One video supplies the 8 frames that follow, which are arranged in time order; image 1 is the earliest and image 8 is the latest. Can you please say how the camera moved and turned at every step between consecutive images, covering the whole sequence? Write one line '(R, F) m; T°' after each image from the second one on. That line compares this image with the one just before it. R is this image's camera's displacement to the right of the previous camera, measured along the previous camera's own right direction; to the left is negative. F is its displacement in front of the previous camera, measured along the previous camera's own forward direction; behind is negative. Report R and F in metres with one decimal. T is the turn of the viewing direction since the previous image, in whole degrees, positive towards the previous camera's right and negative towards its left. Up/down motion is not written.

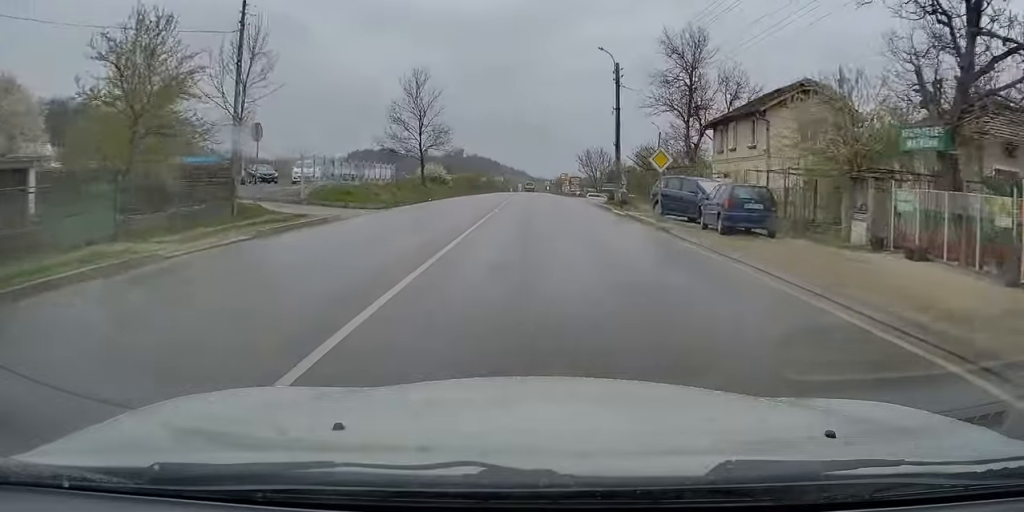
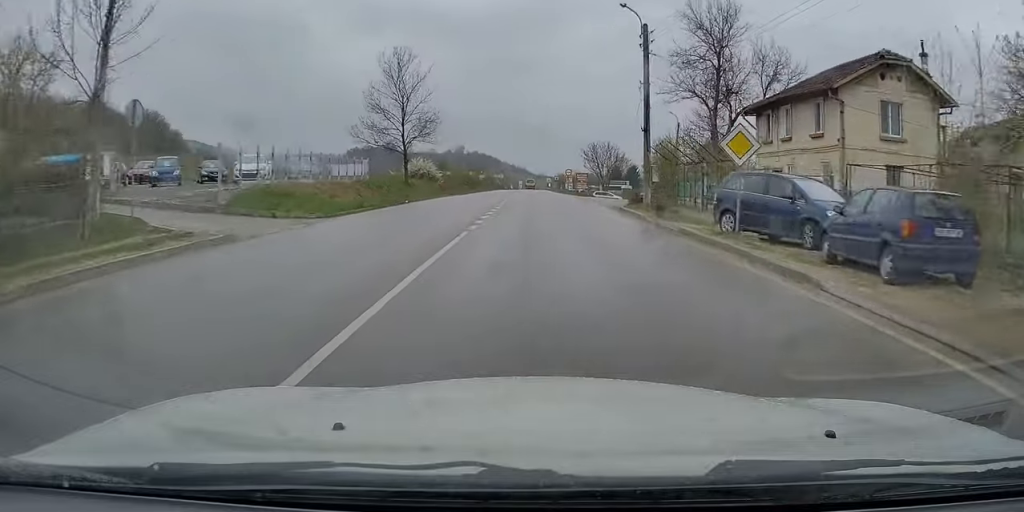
(+0.1, +8.6) m; +1°
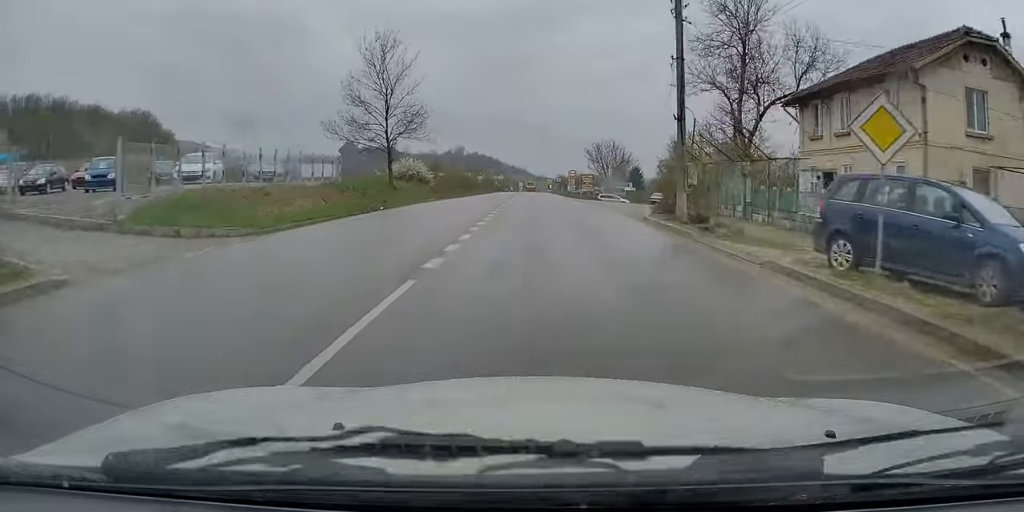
(0.0, +6.1) m; 0°
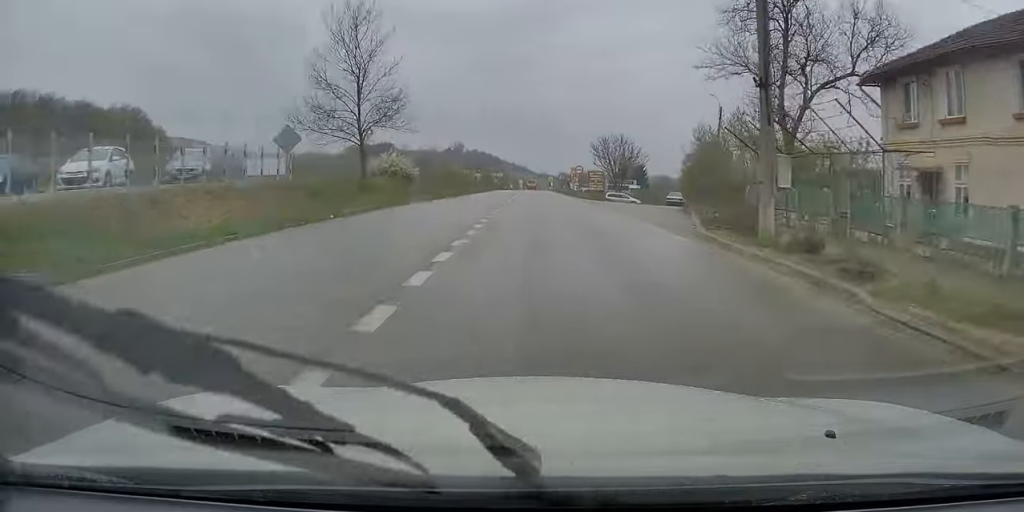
(0.0, +7.6) m; 0°
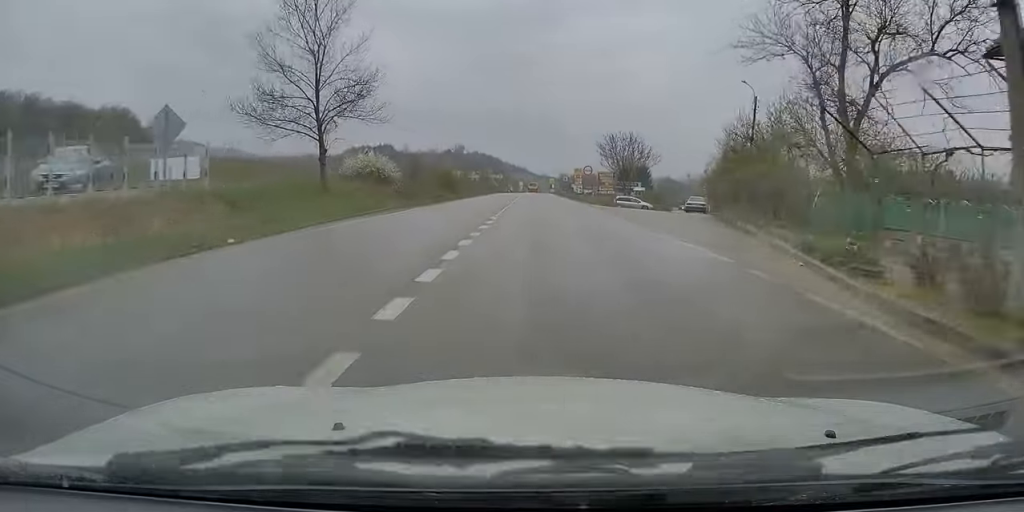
(0.0, +7.6) m; 0°
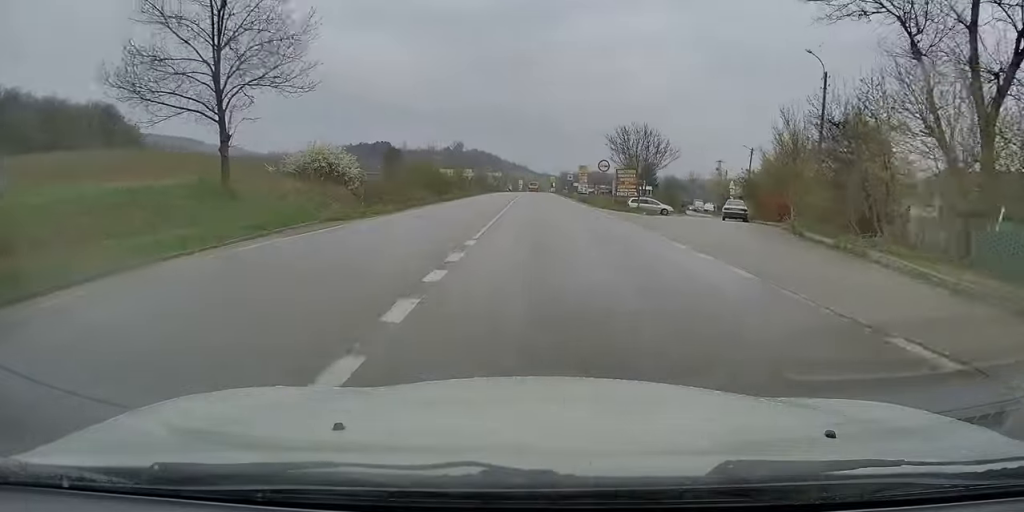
(0.0, +10.2) m; 0°
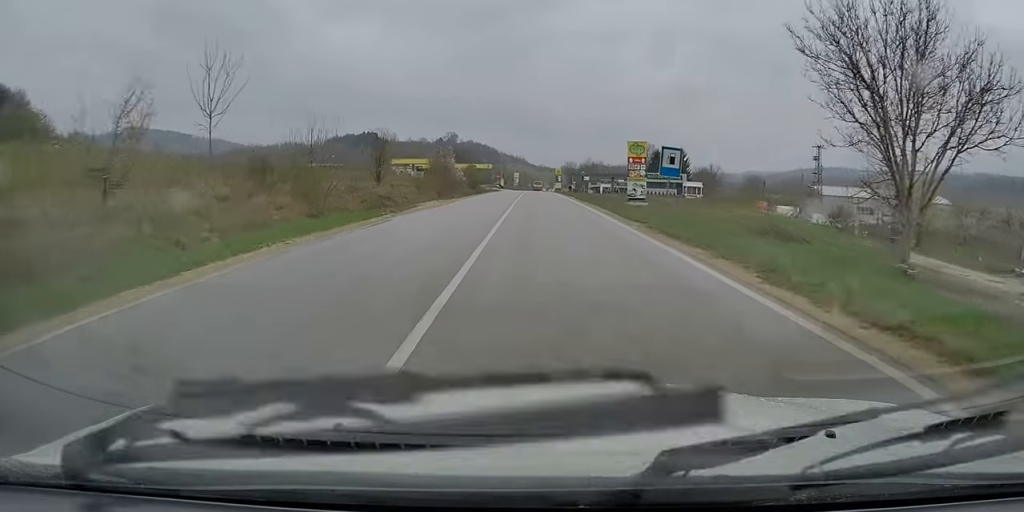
(-0.5, +51.8) m; 0°
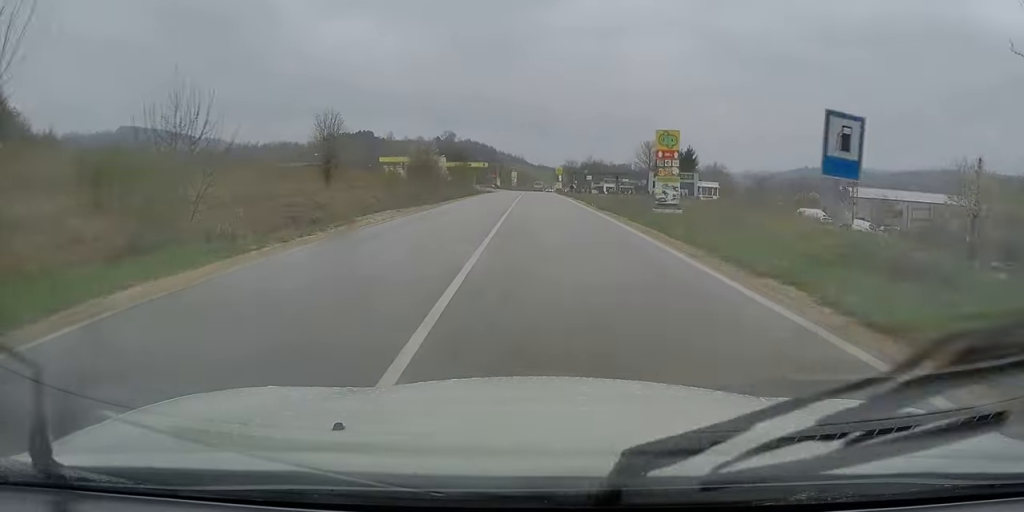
(0.0, +11.4) m; +1°
